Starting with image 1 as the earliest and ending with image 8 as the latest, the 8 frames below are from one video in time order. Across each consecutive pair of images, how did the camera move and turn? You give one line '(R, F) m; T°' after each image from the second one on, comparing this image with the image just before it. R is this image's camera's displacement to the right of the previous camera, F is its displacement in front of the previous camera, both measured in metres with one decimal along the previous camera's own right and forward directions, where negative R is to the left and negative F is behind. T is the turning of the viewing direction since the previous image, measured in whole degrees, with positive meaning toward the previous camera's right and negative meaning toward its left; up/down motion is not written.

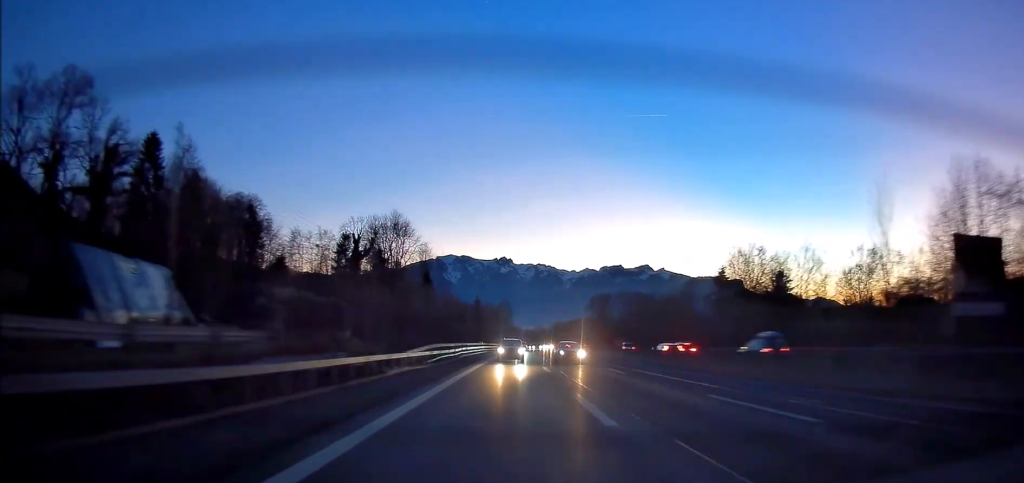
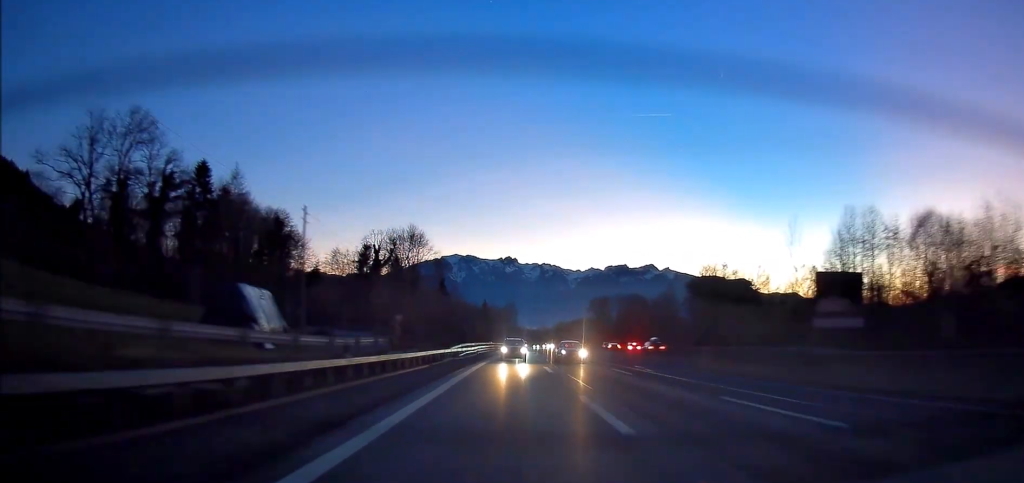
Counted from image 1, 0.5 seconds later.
(-0.1, +17.2) m; 0°
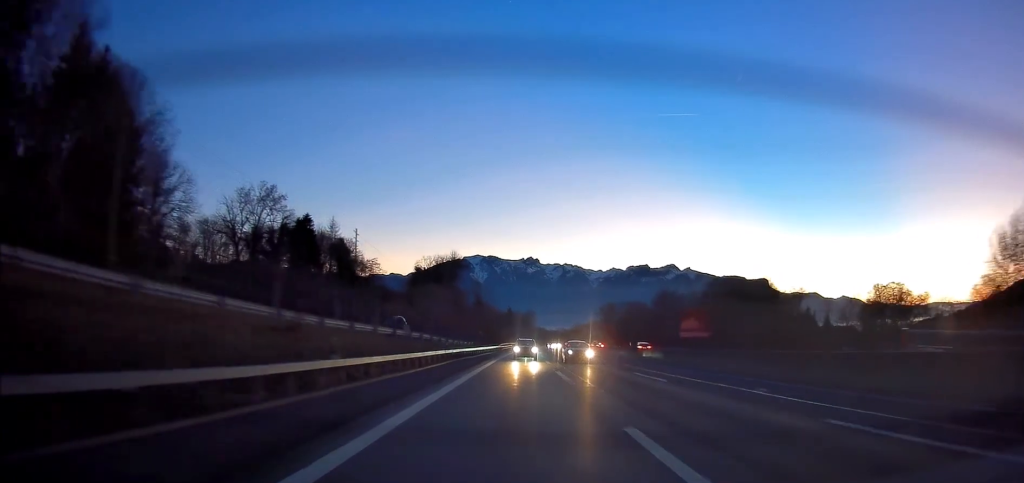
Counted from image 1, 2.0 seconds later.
(-0.5, +48.4) m; -2°
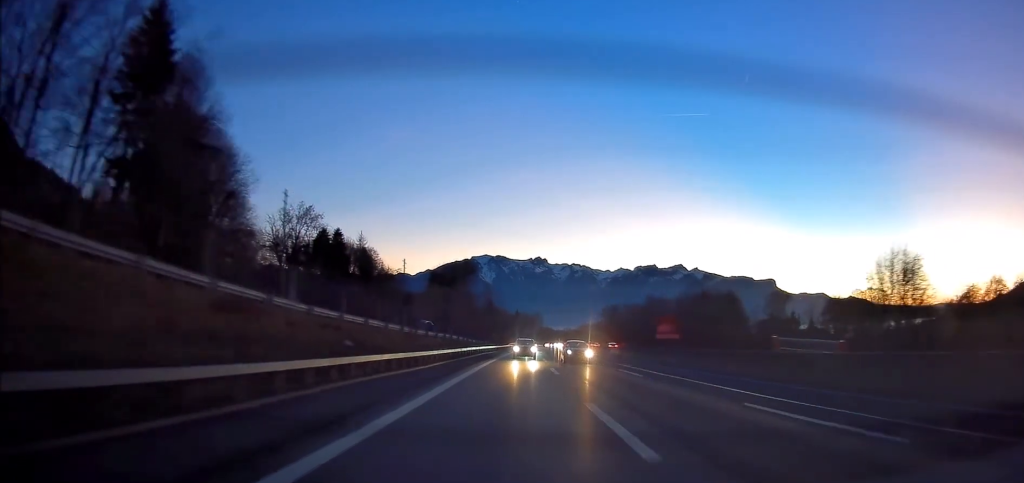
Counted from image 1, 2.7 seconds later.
(-0.2, +21.6) m; -1°
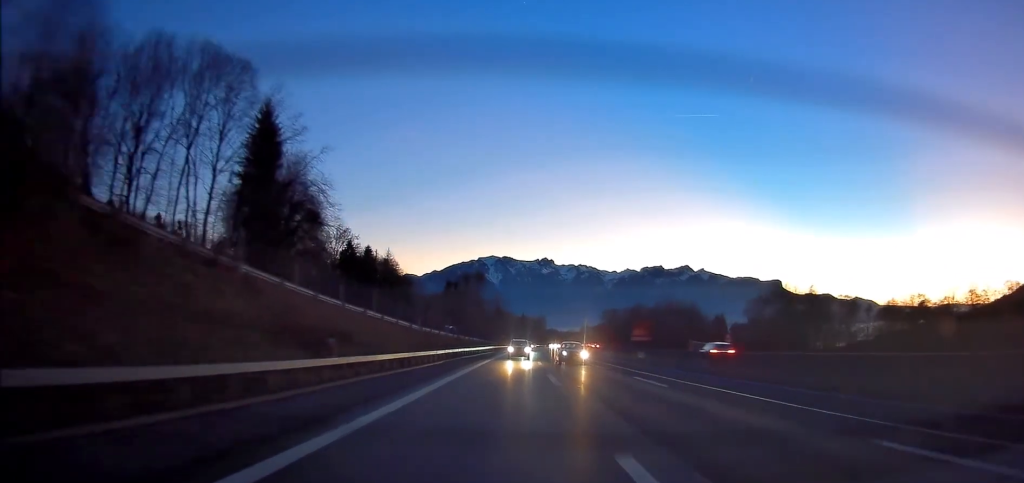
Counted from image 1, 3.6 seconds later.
(-0.3, +30.2) m; -1°
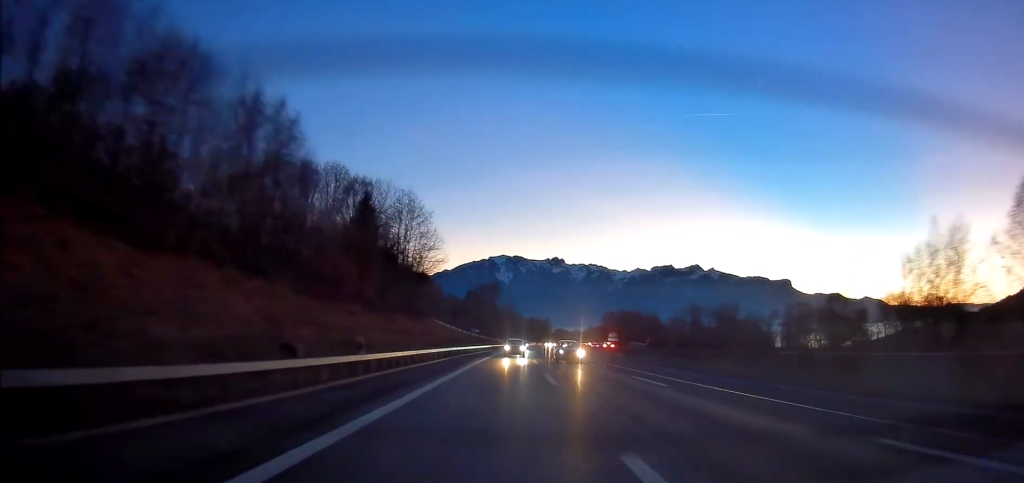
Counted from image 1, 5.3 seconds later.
(-0.3, +53.9) m; -1°
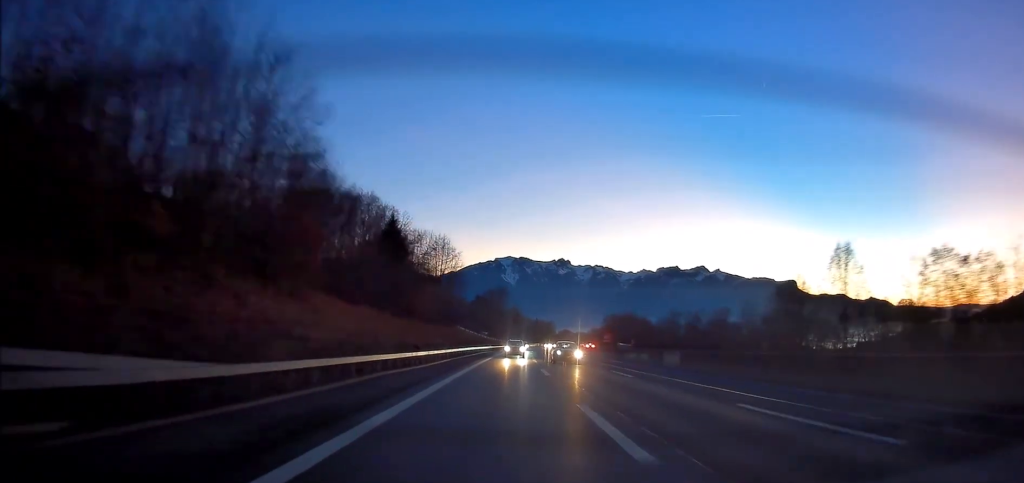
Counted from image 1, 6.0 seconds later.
(-0.2, +23.7) m; -1°
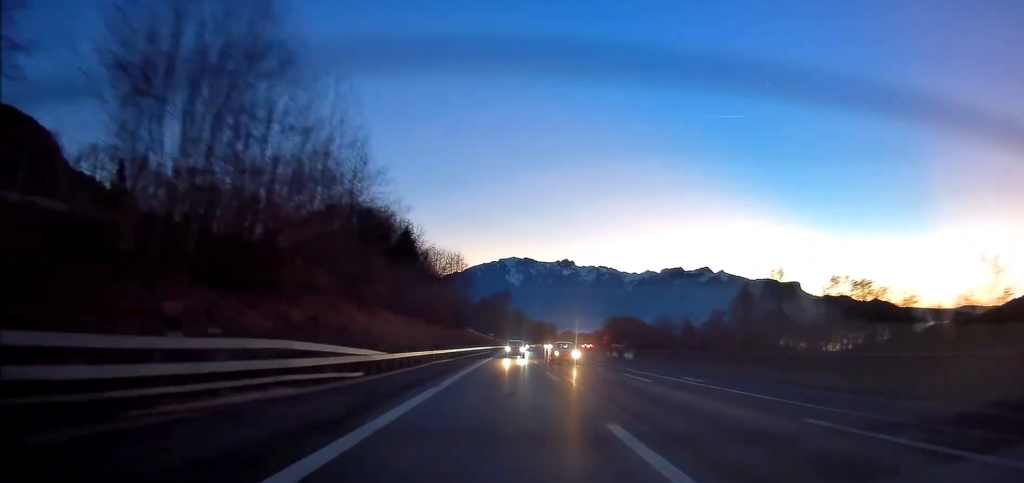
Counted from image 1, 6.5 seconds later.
(-0.1, +15.1) m; 0°
